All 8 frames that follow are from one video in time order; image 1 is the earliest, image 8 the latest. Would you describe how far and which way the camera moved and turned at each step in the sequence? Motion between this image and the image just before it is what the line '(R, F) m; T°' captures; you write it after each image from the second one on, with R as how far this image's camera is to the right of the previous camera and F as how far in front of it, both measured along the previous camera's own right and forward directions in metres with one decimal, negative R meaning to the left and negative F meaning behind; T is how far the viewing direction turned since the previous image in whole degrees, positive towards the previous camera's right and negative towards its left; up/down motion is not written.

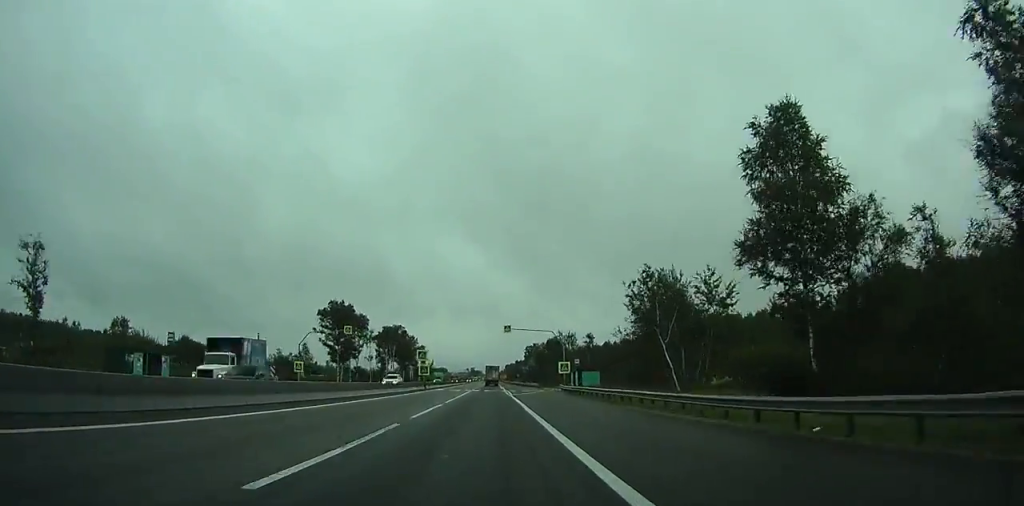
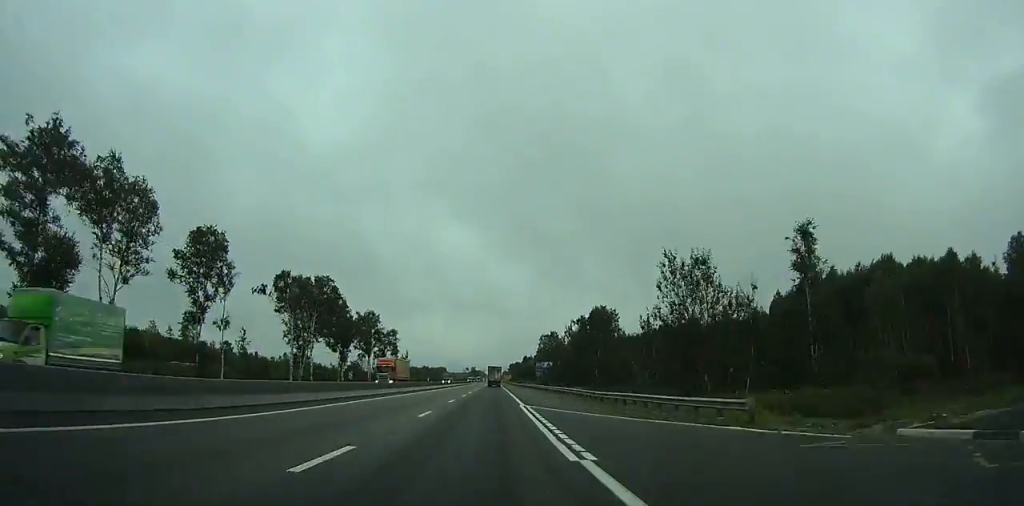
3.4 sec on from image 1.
(+0.8, +72.6) m; 0°
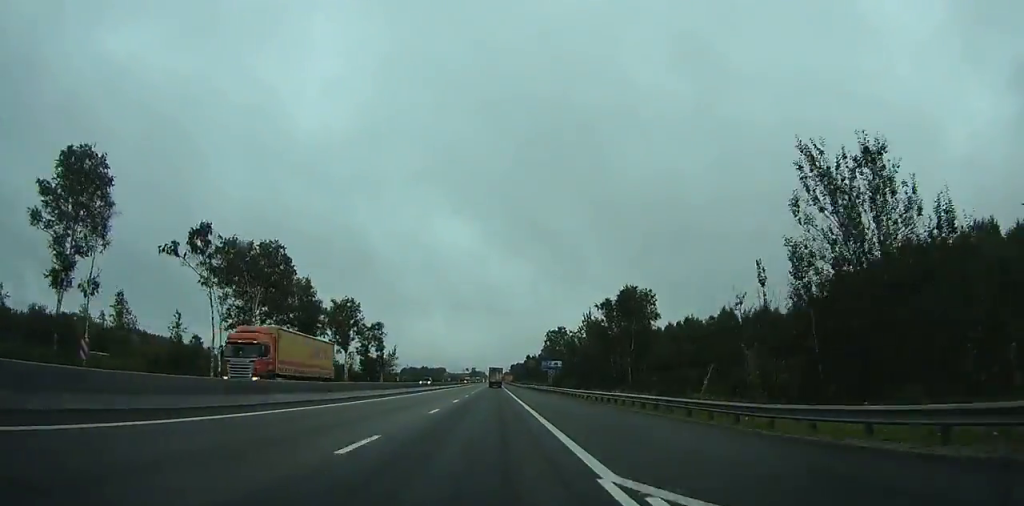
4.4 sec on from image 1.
(0.0, +20.7) m; 0°
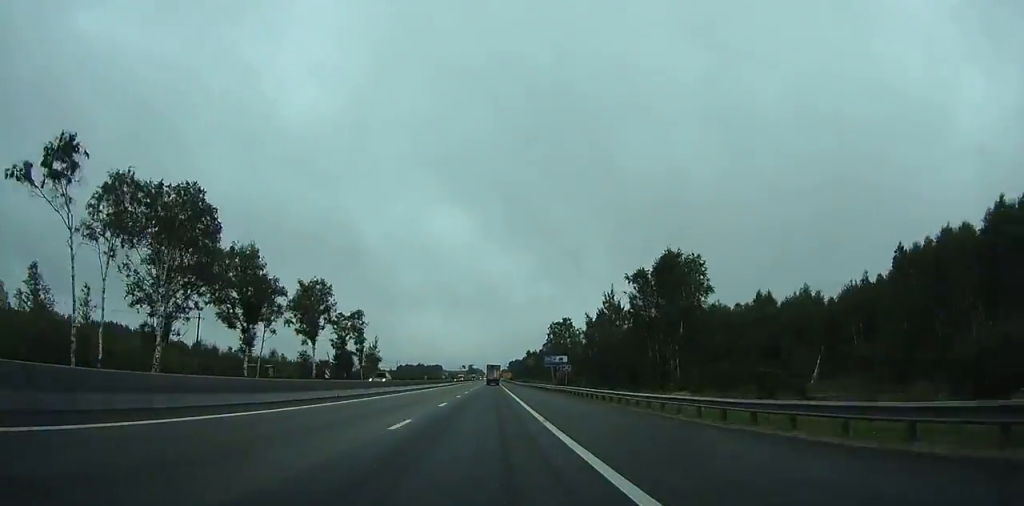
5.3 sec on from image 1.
(-0.1, +17.1) m; 0°
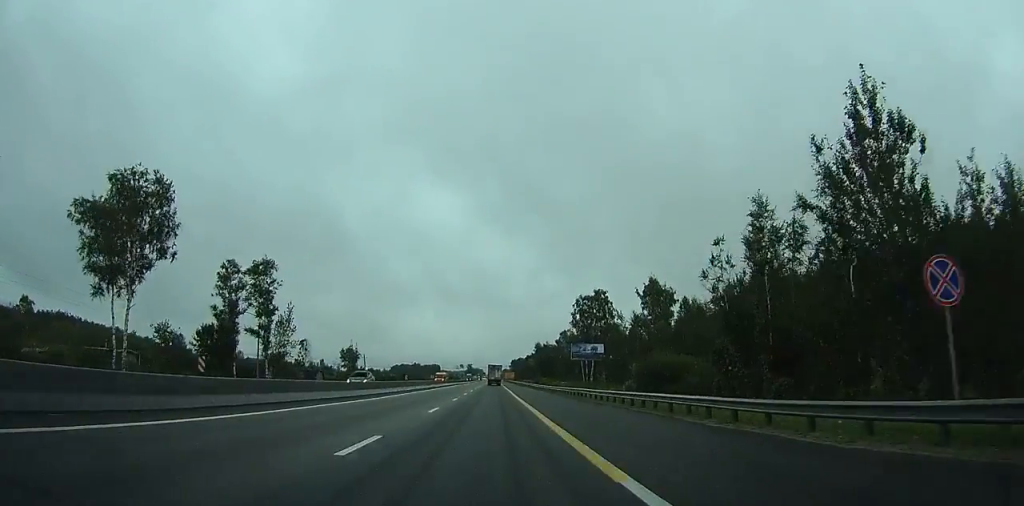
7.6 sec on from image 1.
(-0.4, +44.7) m; 0°
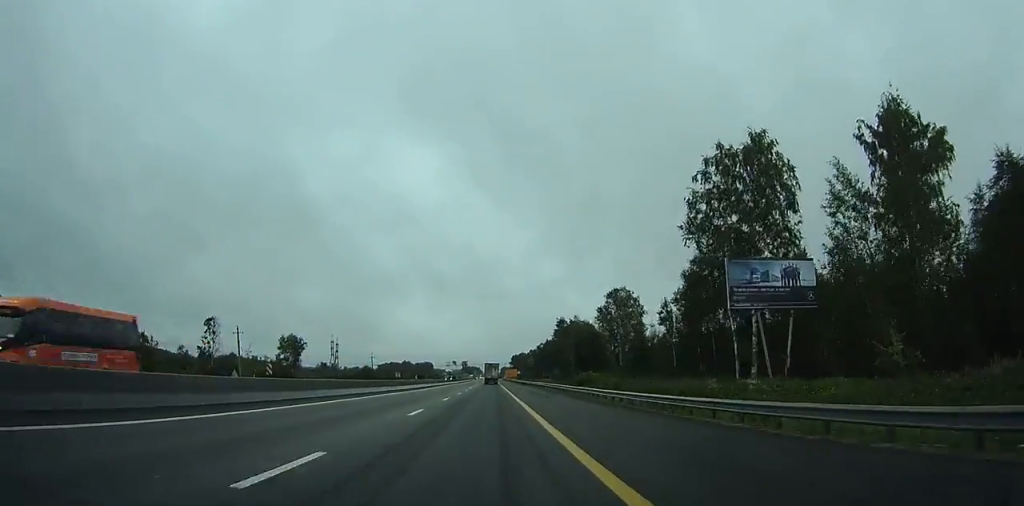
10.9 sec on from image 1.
(+0.3, +65.6) m; +1°
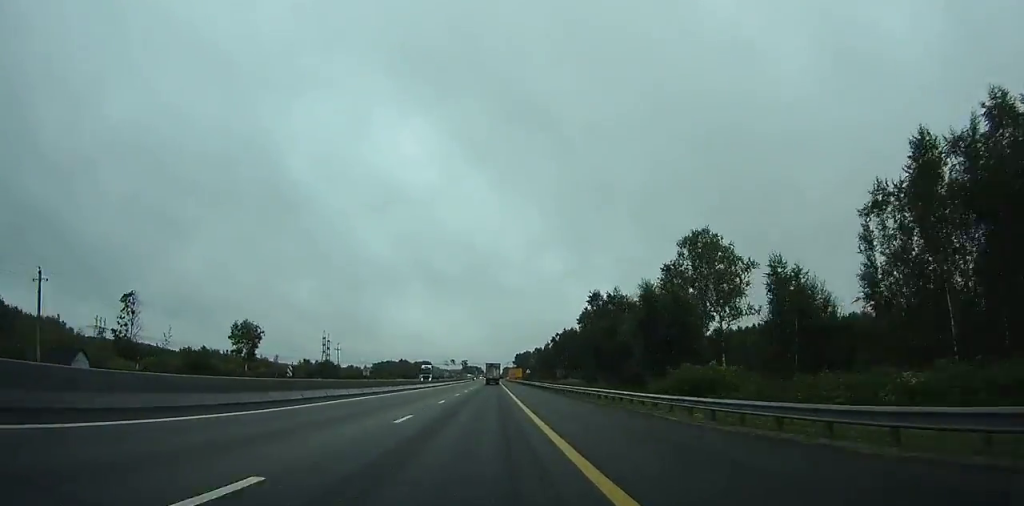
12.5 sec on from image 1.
(+0.1, +36.2) m; 0°
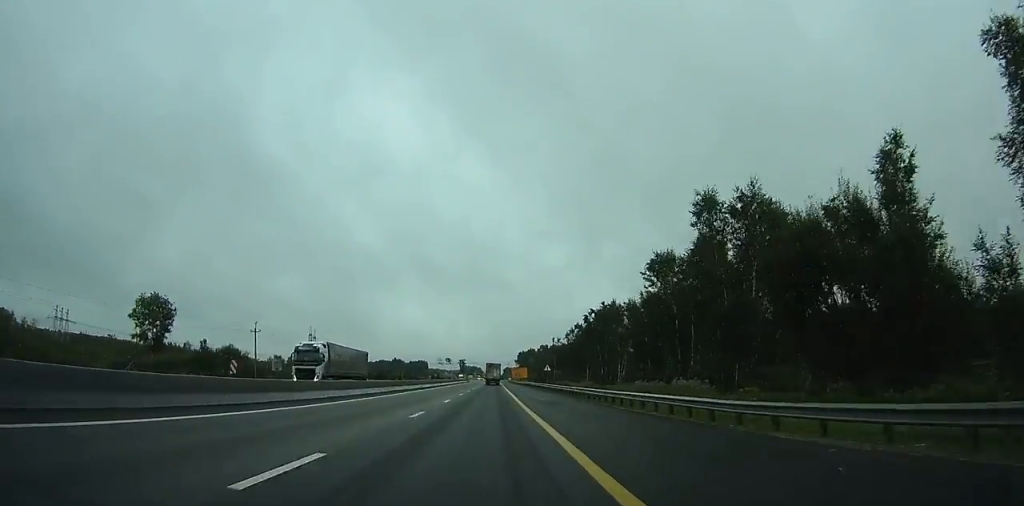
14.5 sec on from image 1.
(-0.1, +46.0) m; 0°
